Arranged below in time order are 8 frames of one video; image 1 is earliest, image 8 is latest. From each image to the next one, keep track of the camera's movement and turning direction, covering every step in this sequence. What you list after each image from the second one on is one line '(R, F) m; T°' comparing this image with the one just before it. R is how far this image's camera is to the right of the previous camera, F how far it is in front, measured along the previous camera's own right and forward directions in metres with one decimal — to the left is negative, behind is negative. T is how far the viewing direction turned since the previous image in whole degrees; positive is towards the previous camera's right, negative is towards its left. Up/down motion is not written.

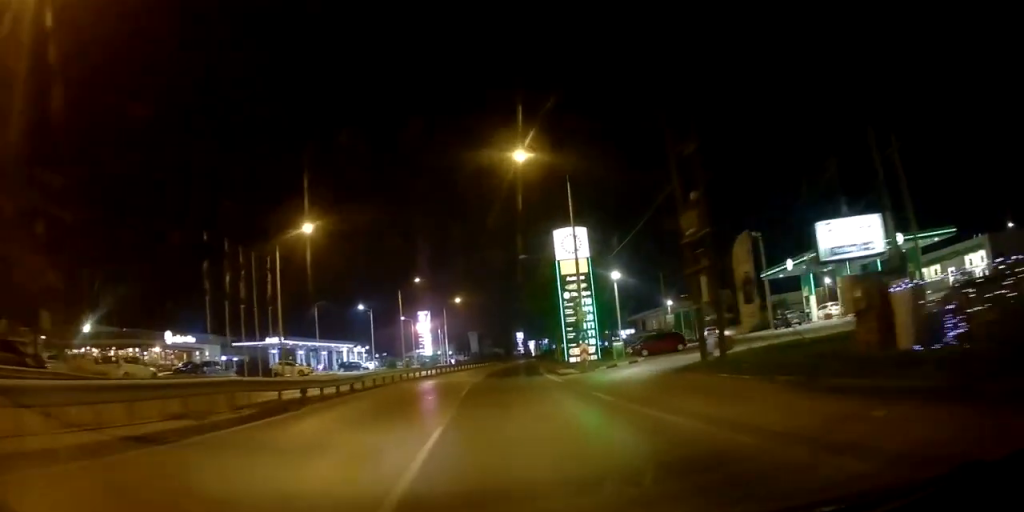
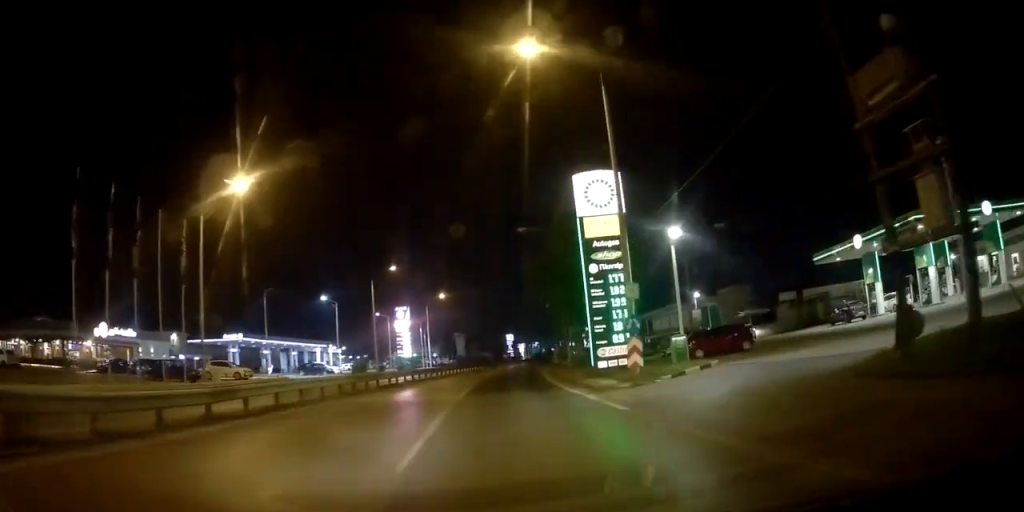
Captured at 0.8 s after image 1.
(0.0, +12.5) m; +3°
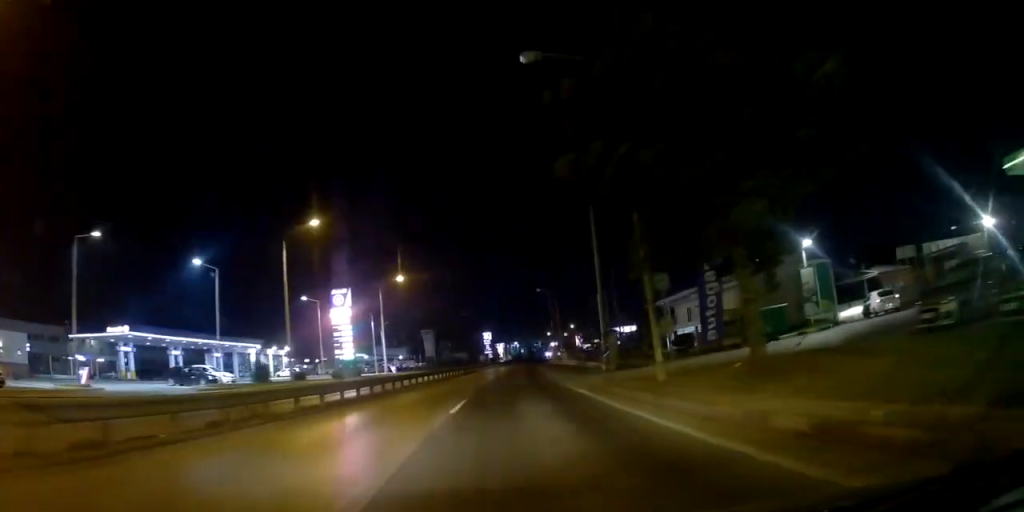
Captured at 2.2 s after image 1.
(+1.0, +25.4) m; +3°
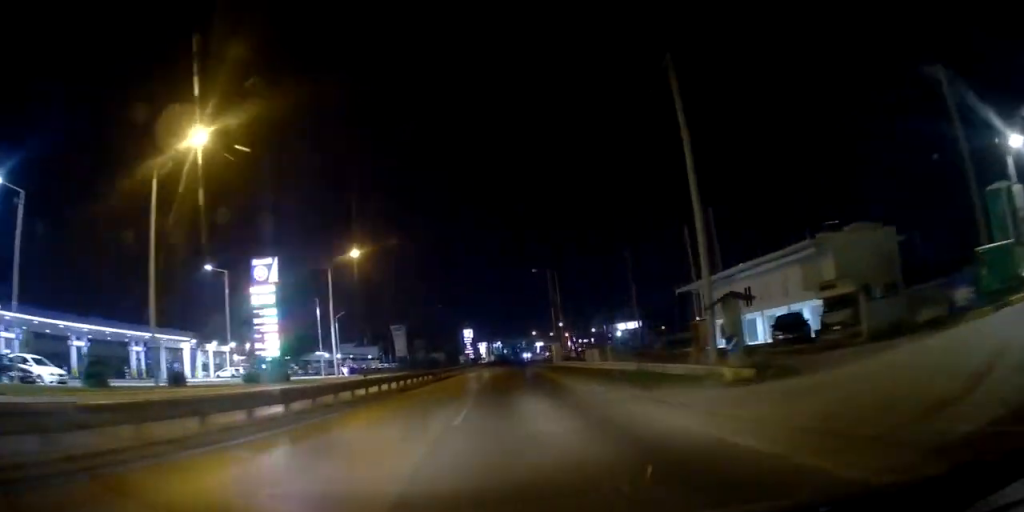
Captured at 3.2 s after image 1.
(+0.3, +18.6) m; +2°
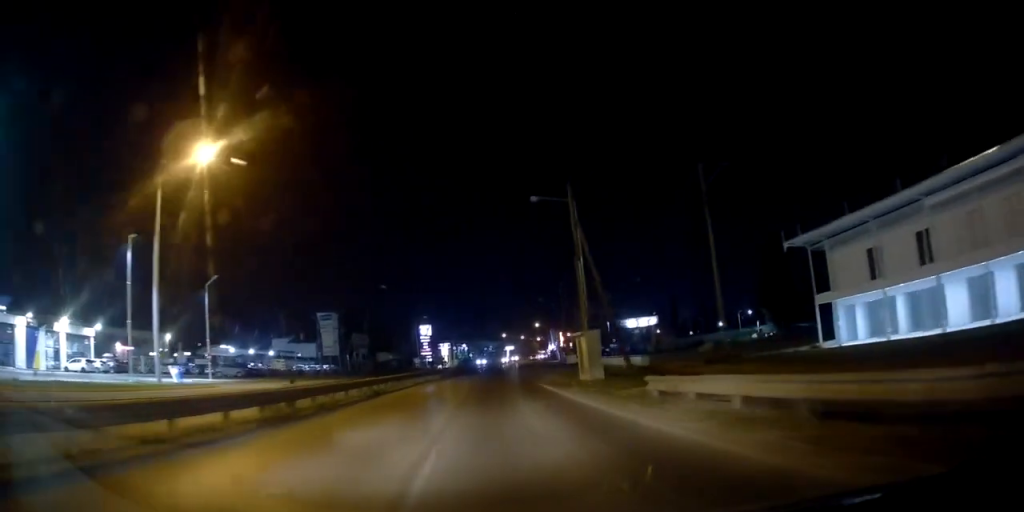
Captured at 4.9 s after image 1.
(+0.6, +28.9) m; 0°
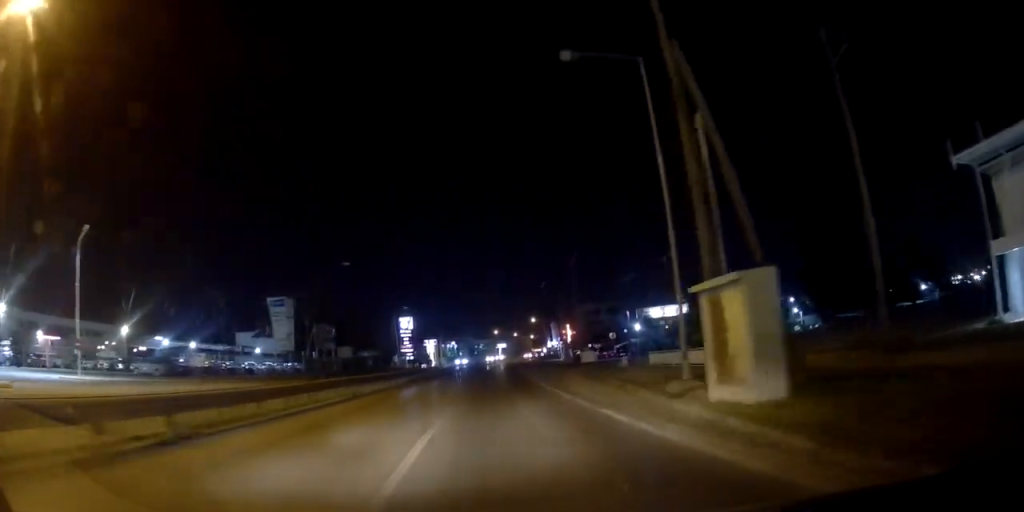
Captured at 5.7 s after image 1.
(-0.3, +15.1) m; 0°
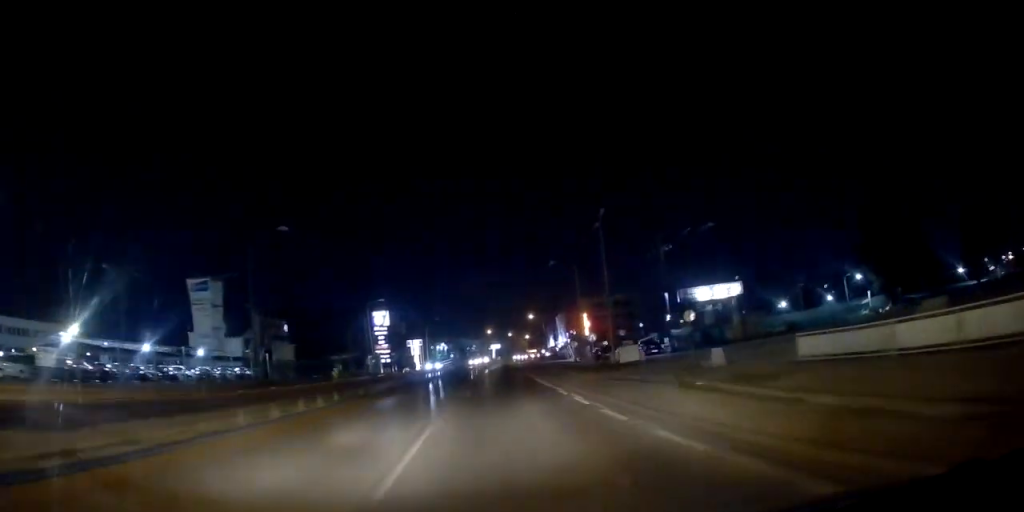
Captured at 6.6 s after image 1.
(+0.4, +17.0) m; +2°
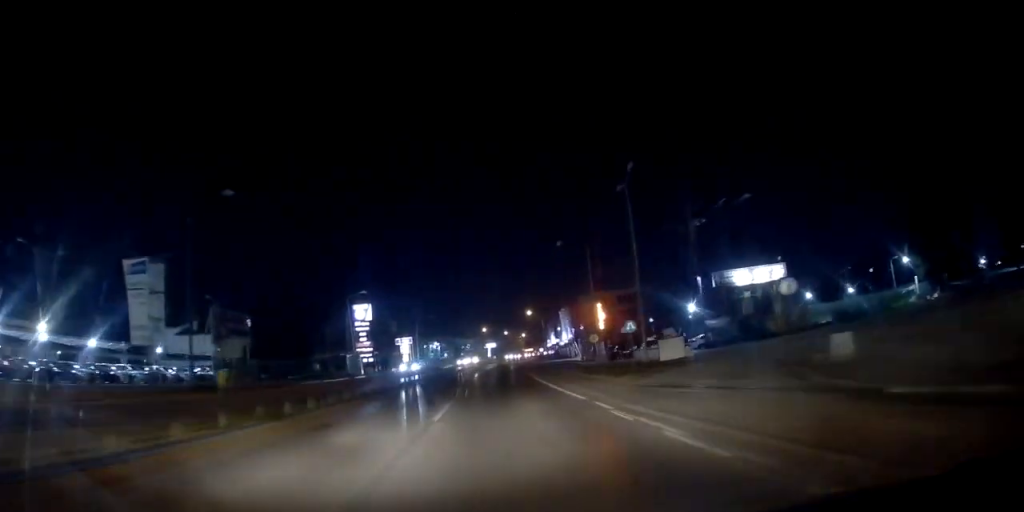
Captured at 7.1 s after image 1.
(+0.2, +9.0) m; +1°
